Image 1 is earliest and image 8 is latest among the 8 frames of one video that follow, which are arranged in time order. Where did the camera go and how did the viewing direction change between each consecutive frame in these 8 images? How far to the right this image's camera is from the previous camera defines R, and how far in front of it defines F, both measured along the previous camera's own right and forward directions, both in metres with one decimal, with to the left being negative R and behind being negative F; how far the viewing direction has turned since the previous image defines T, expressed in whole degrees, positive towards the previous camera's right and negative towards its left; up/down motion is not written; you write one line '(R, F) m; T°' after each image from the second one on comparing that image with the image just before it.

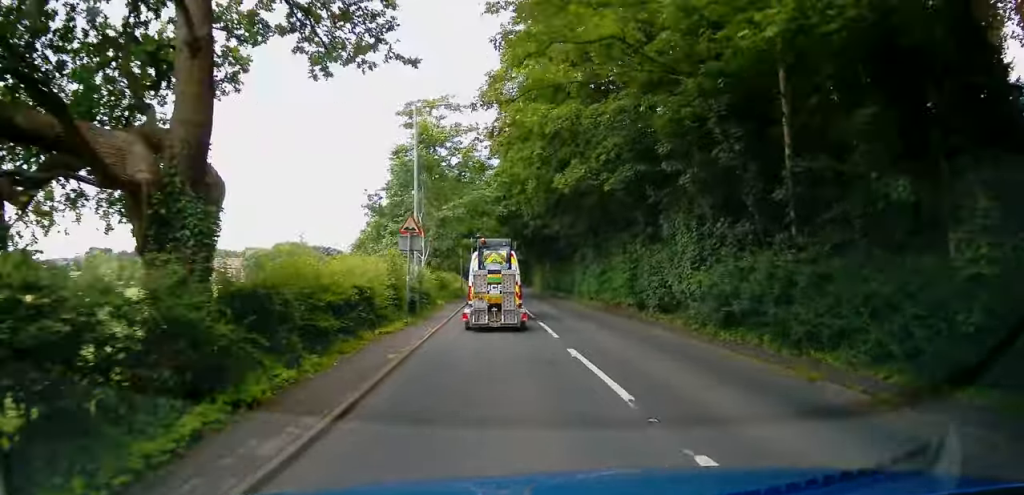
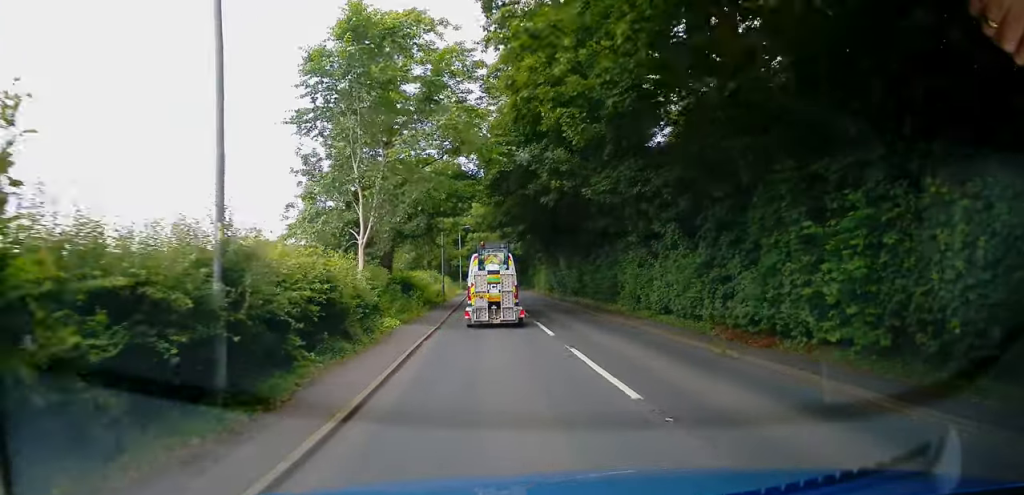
(0.0, +16.4) m; -1°
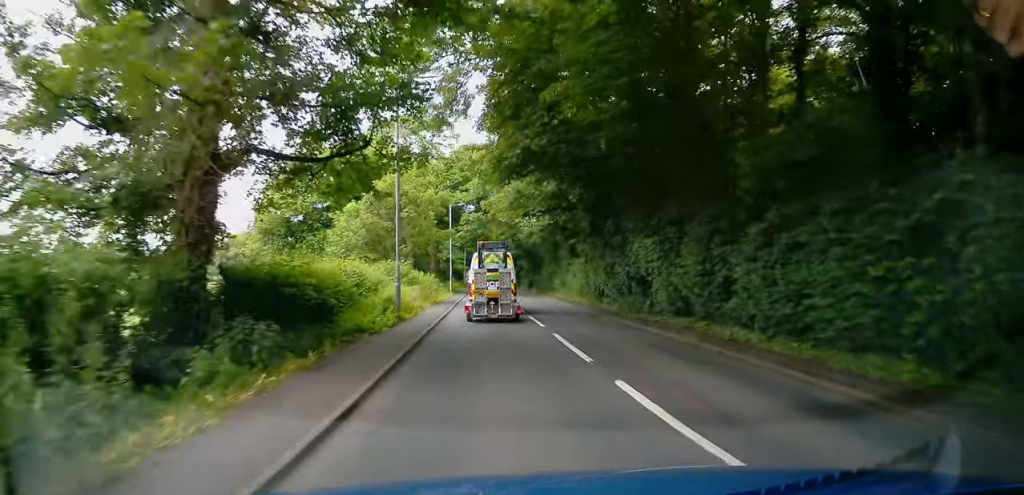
(+0.1, +21.3) m; +2°
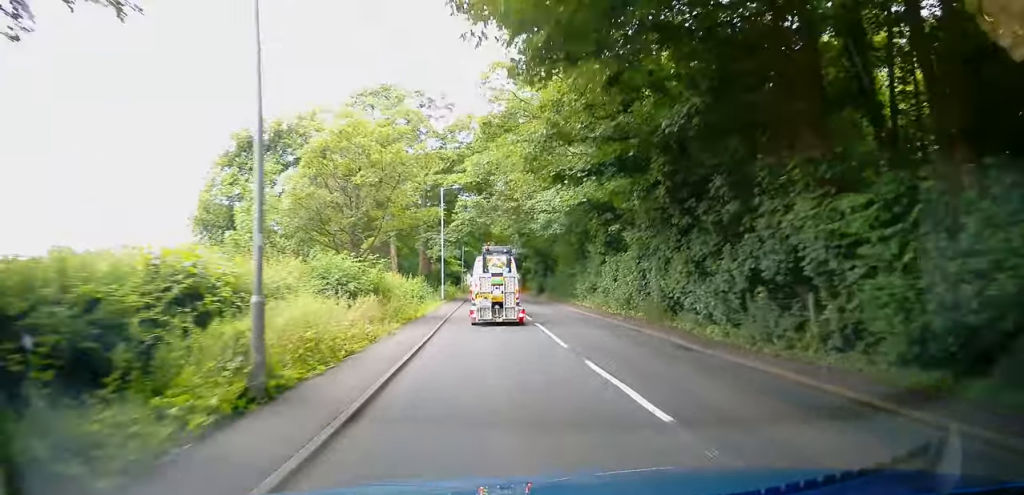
(+0.5, +12.0) m; +1°
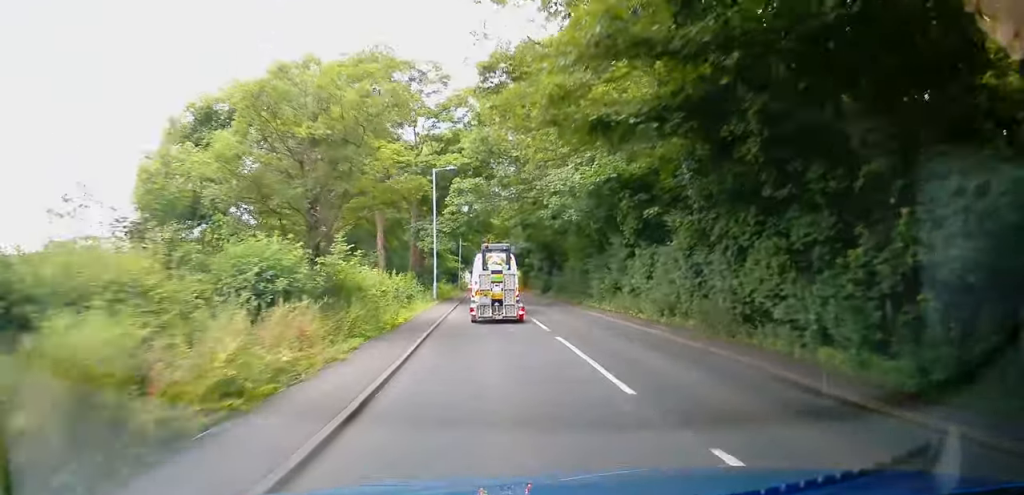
(-0.2, +6.1) m; 0°
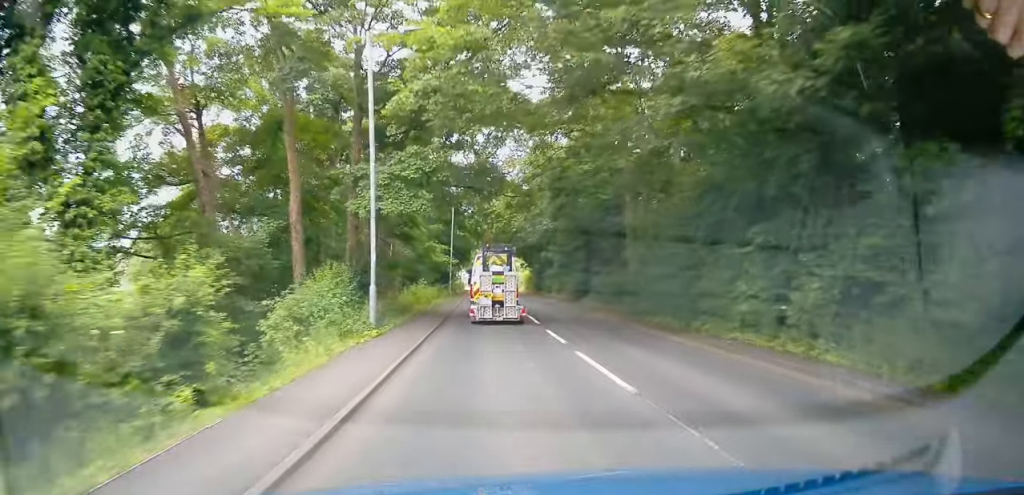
(0.0, +20.1) m; 0°
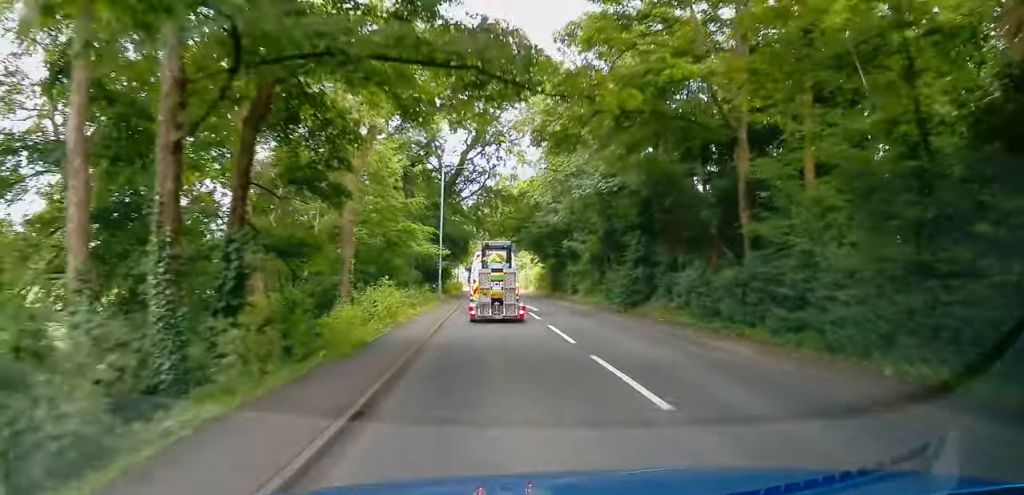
(0.0, +14.1) m; +1°
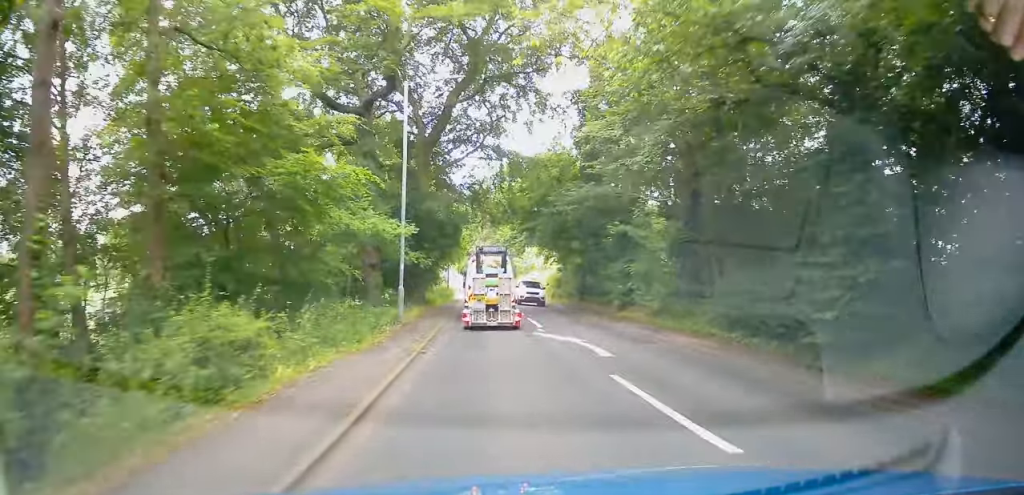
(+0.3, +16.6) m; -1°
